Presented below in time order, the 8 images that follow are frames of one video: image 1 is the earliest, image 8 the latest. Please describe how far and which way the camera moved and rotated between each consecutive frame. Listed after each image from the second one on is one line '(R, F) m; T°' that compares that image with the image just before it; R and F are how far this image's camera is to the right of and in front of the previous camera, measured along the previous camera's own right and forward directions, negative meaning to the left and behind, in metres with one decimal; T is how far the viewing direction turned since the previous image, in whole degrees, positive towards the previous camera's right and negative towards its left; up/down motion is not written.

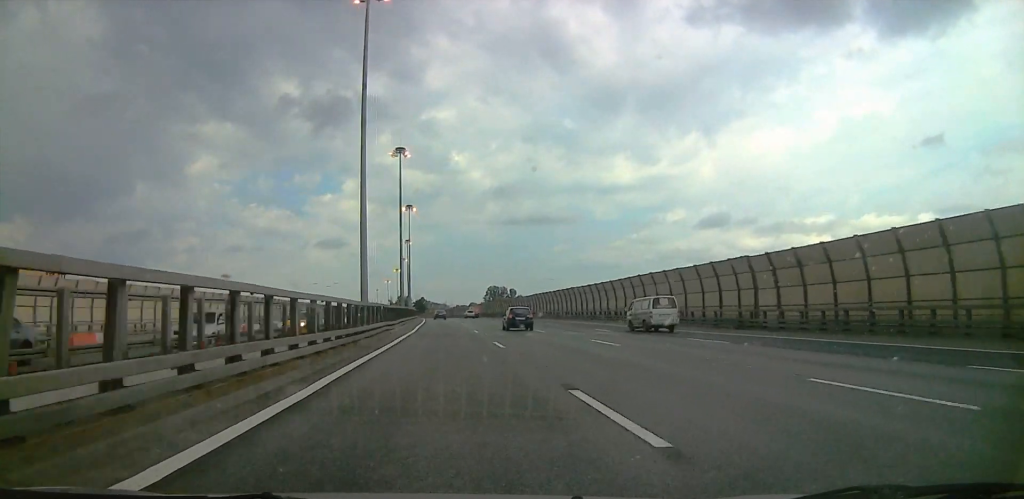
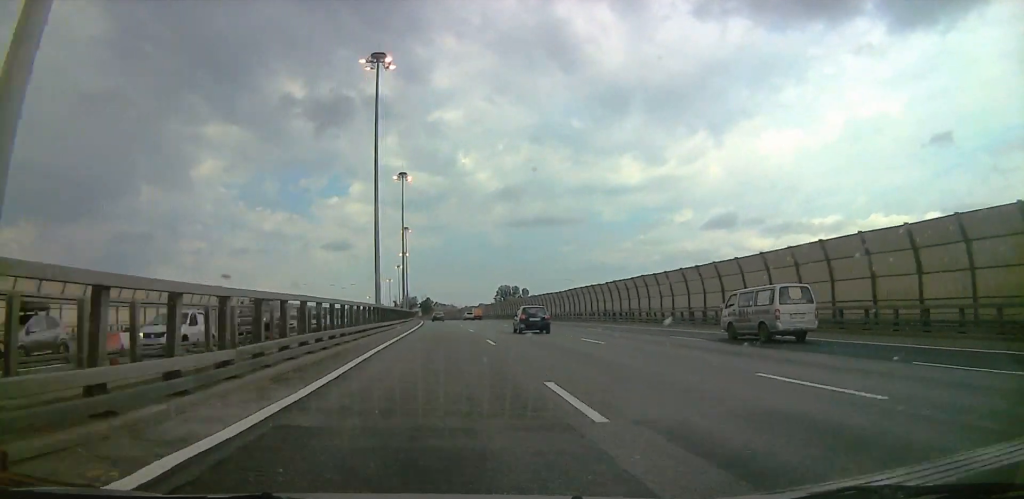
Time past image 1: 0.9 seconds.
(+0.2, +27.9) m; 0°
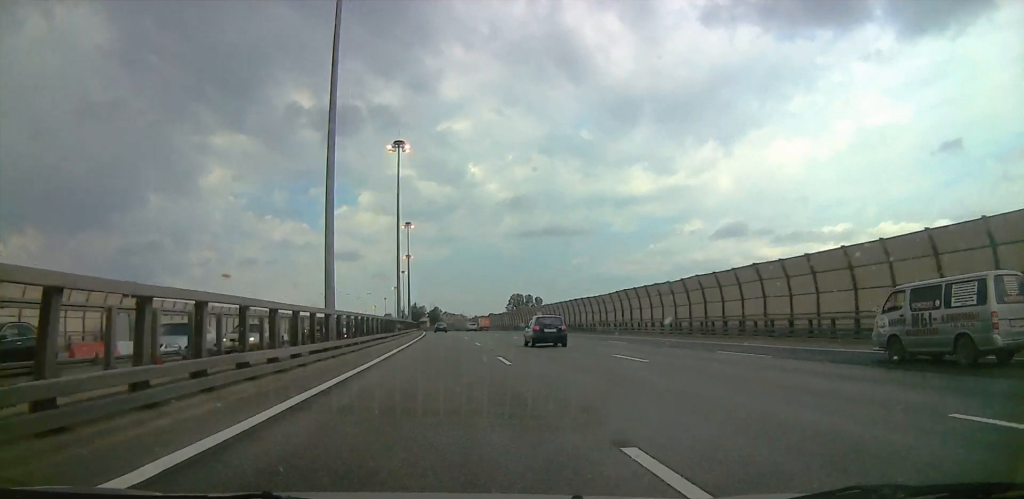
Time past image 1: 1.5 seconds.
(-0.2, +19.8) m; -1°
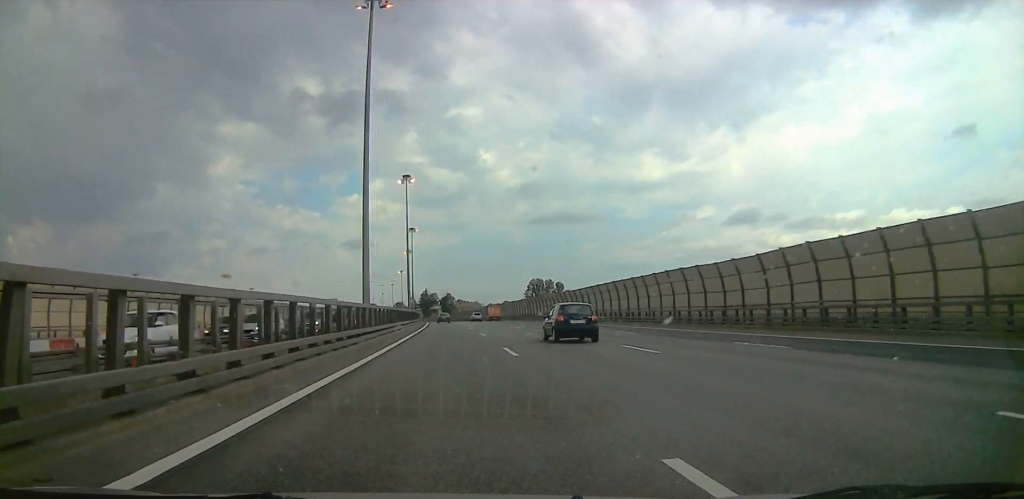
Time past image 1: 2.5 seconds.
(-0.5, +35.4) m; -2°
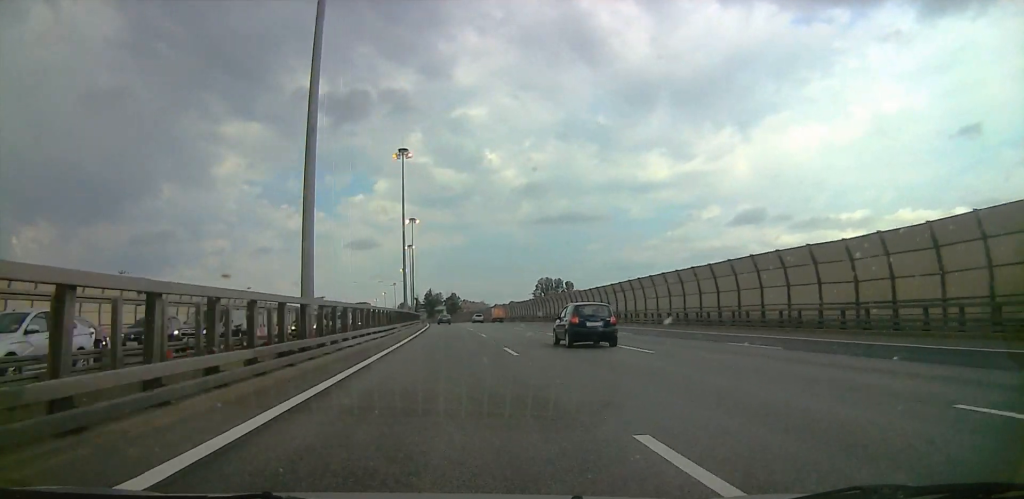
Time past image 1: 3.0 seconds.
(-0.2, +16.8) m; -1°
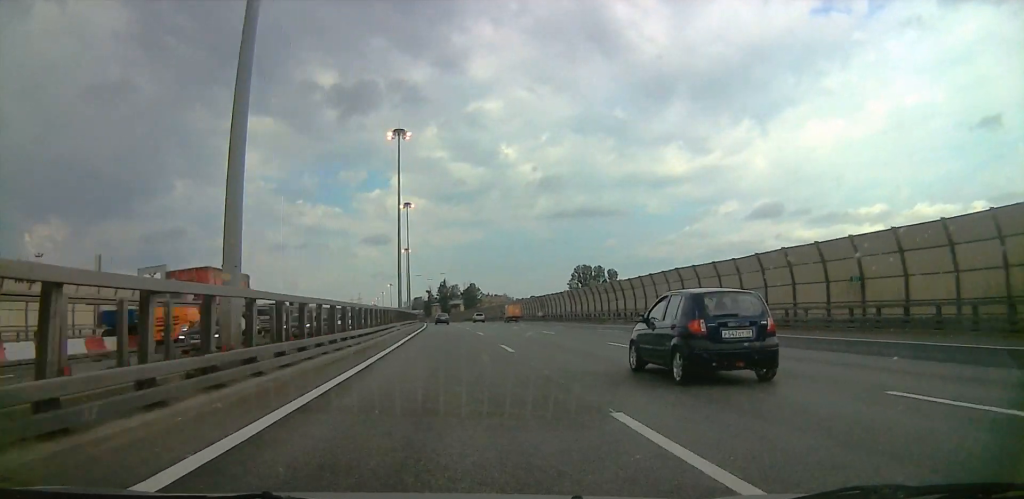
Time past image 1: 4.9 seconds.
(-1.2, +65.8) m; -1°
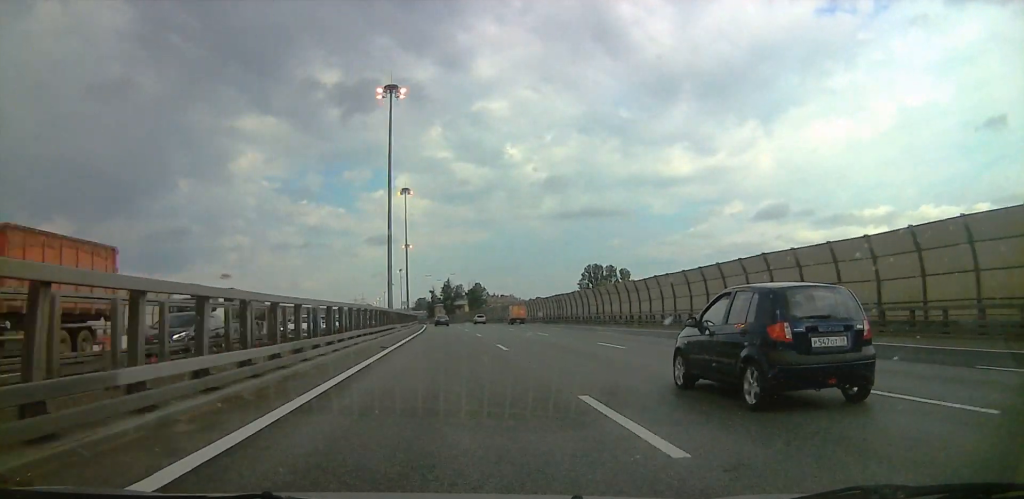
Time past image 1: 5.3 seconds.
(0.0, +14.7) m; 0°
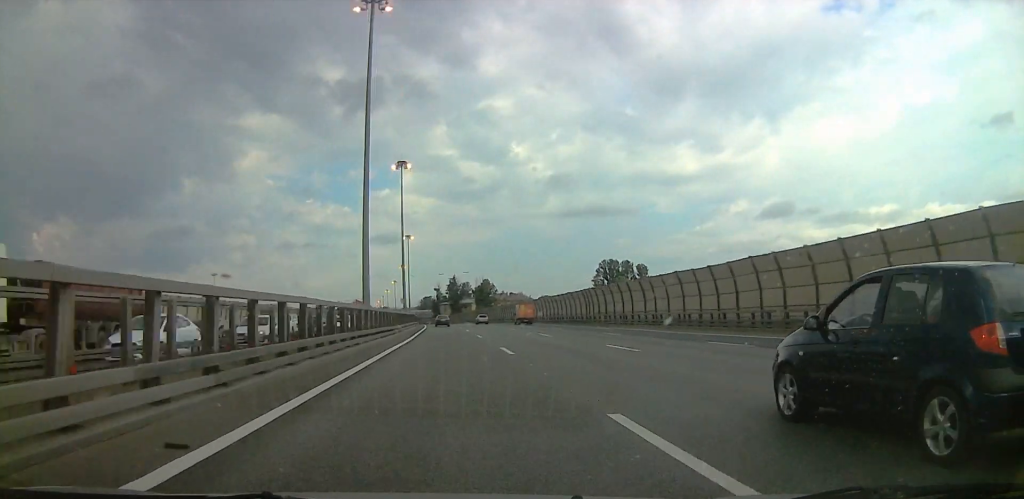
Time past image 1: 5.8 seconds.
(0.0, +17.9) m; 0°
